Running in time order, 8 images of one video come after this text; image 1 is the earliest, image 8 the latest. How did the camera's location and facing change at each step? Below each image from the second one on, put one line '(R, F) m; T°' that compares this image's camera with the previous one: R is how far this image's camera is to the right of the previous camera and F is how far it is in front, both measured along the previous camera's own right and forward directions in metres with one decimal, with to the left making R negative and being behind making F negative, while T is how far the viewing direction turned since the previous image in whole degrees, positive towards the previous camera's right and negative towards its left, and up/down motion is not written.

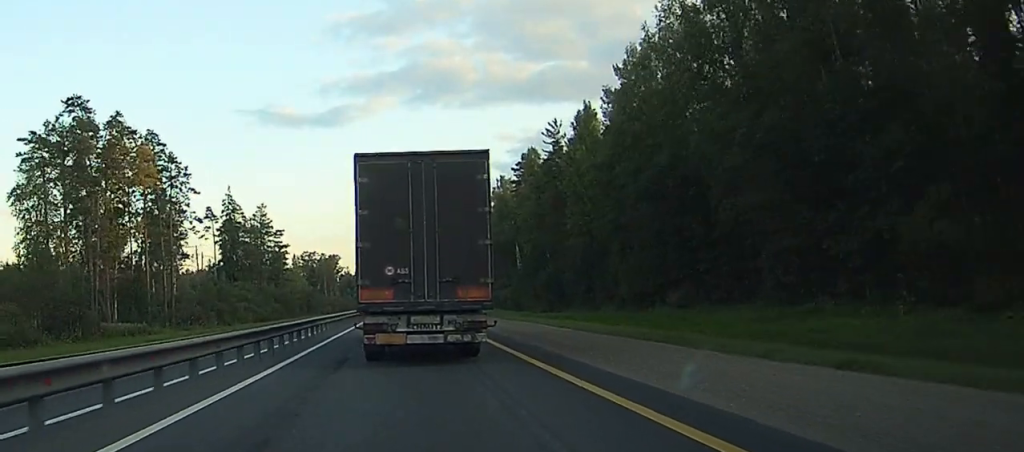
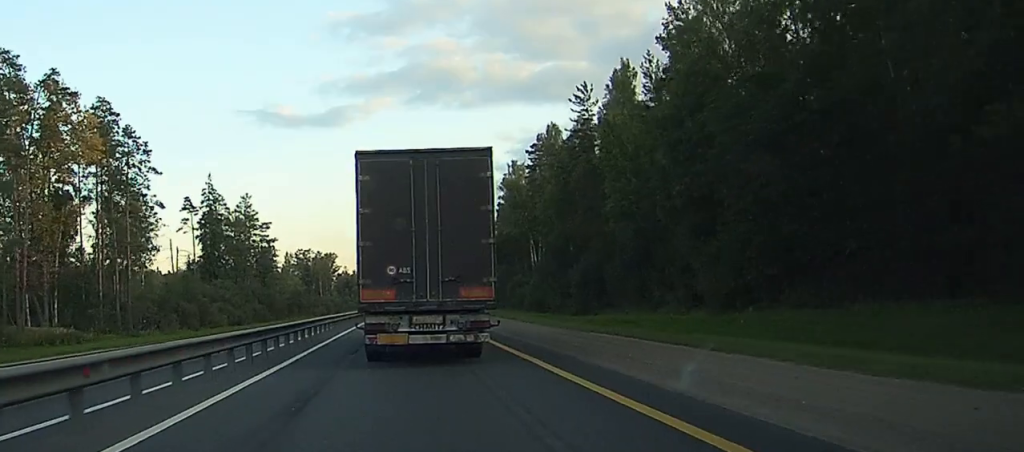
(0.0, +20.0) m; 0°
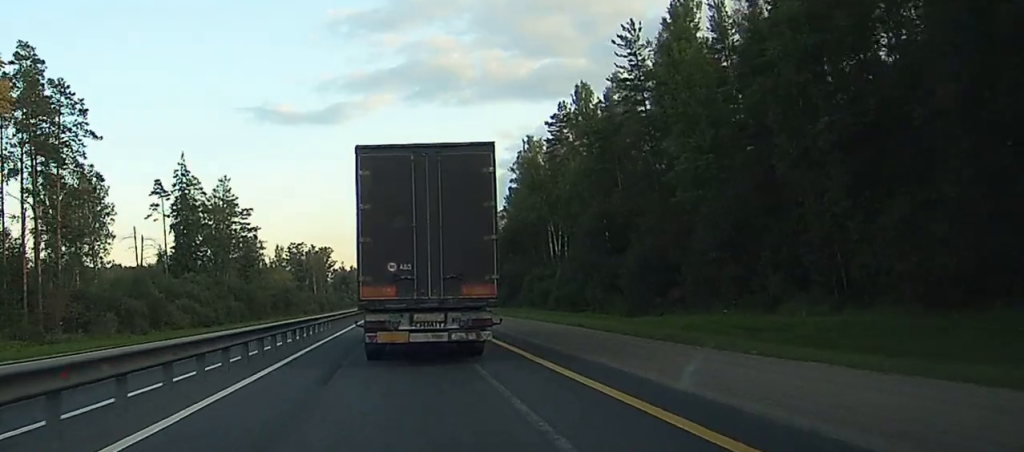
(0.0, +23.9) m; 0°
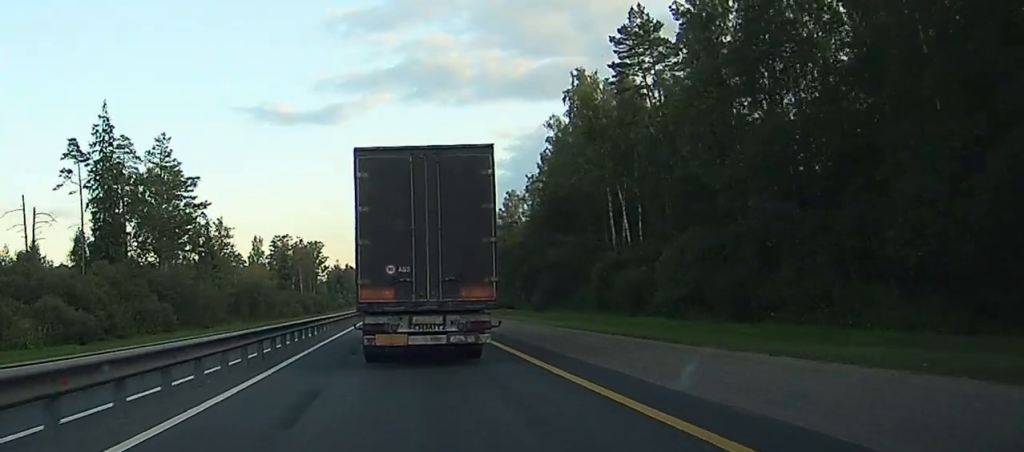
(+0.4, +44.9) m; 0°
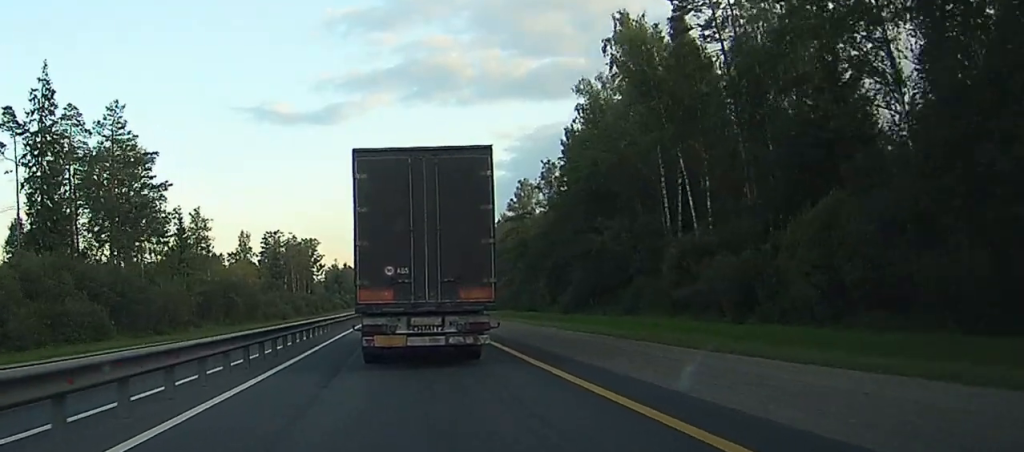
(-0.1, +20.3) m; 0°
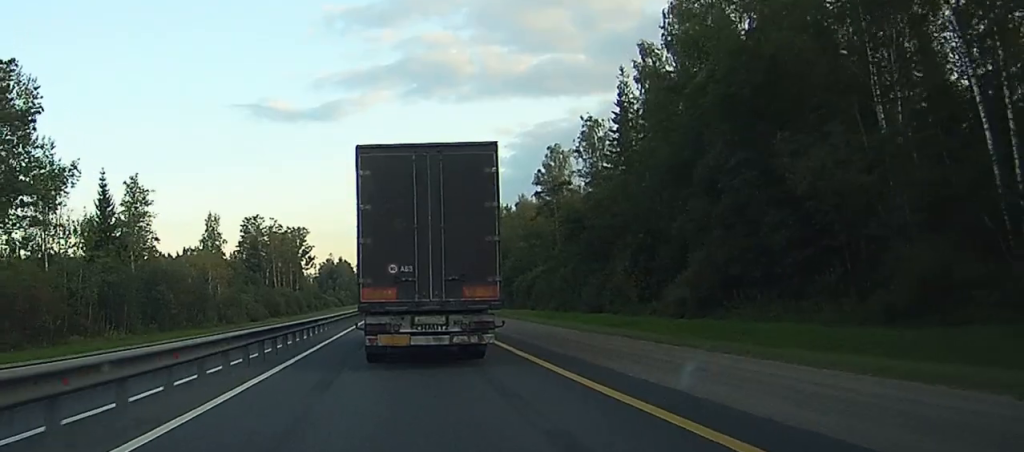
(-0.1, +32.9) m; 0°
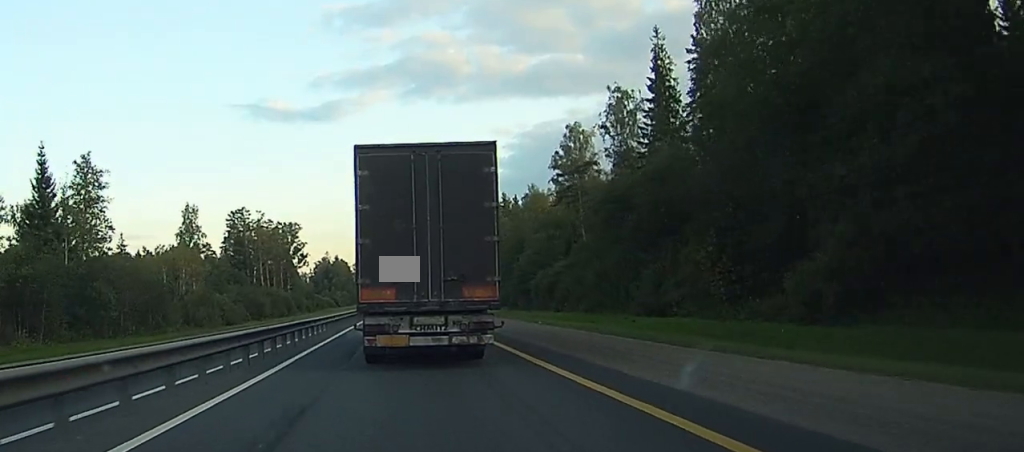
(0.0, +14.3) m; 0°
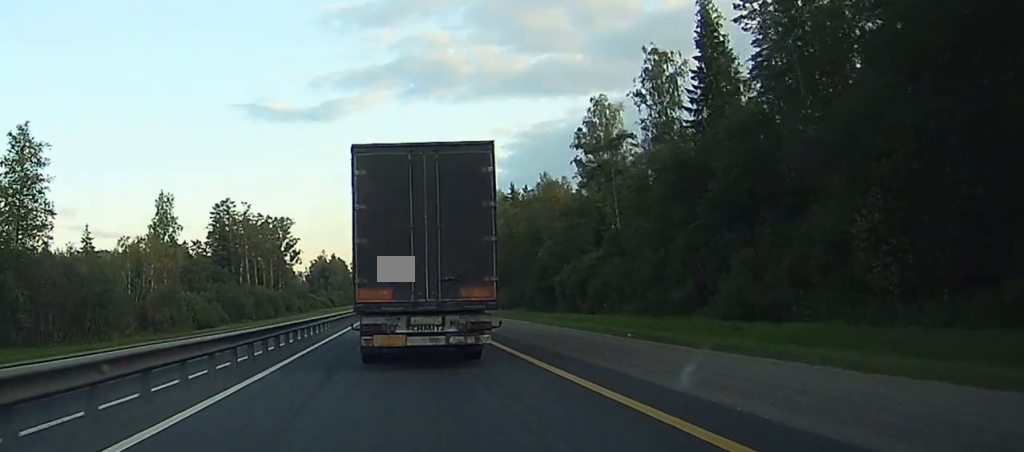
(+0.1, +12.7) m; 0°
